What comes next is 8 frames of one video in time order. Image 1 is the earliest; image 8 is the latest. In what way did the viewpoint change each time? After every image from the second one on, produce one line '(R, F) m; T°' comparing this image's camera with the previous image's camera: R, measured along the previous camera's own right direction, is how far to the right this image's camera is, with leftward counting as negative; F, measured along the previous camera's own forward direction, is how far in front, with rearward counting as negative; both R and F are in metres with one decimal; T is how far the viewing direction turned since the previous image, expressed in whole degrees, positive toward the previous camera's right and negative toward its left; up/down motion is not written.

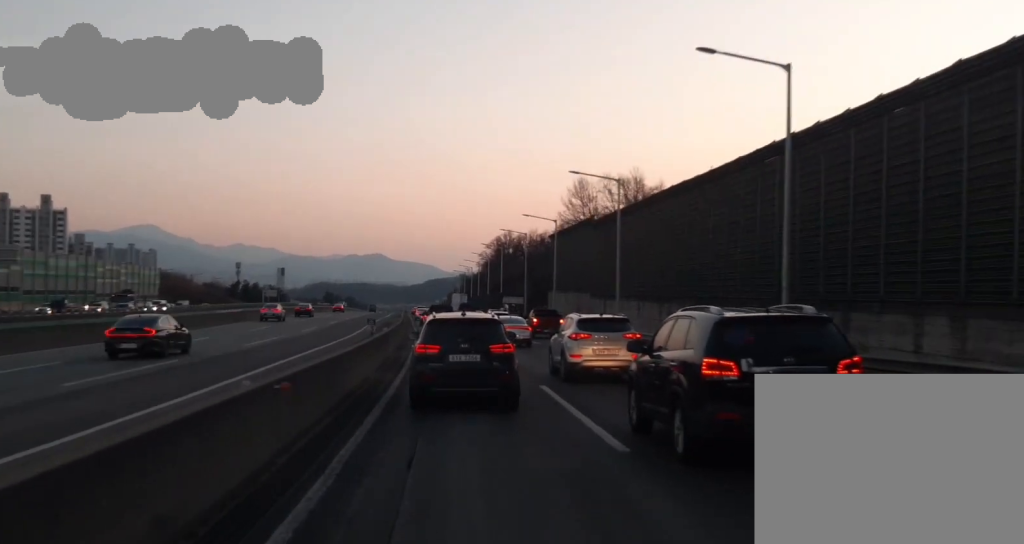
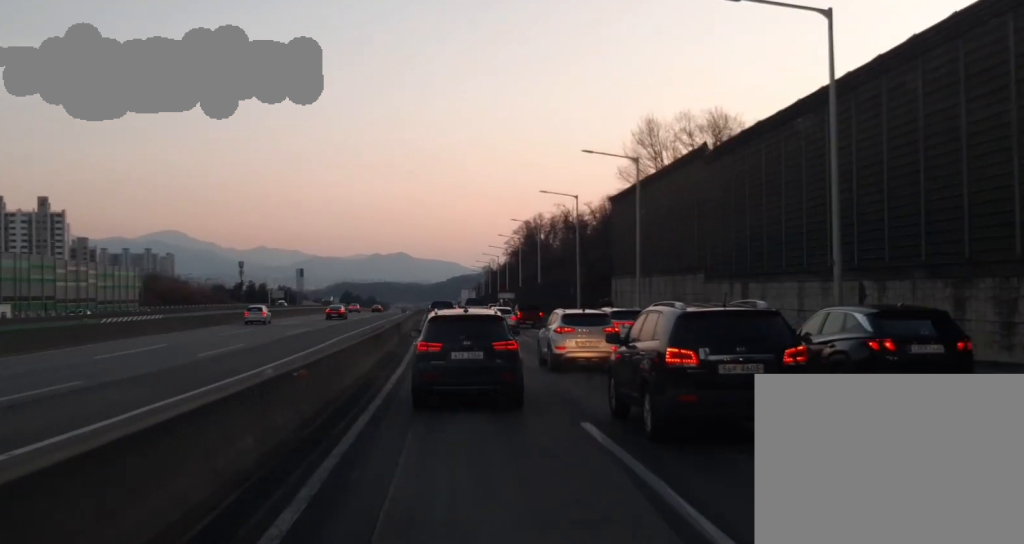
(-0.6, +29.7) m; -3°
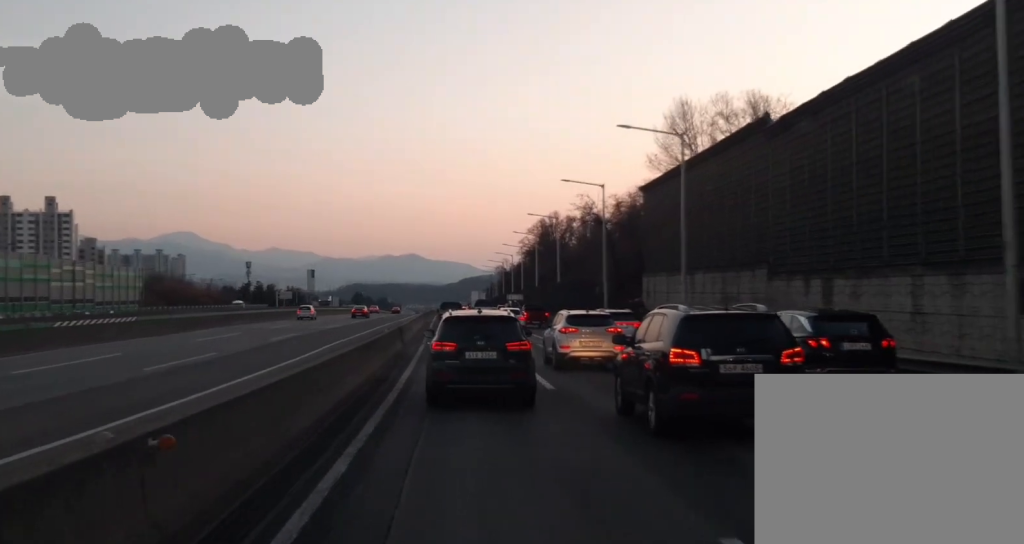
(0.0, +7.2) m; -1°
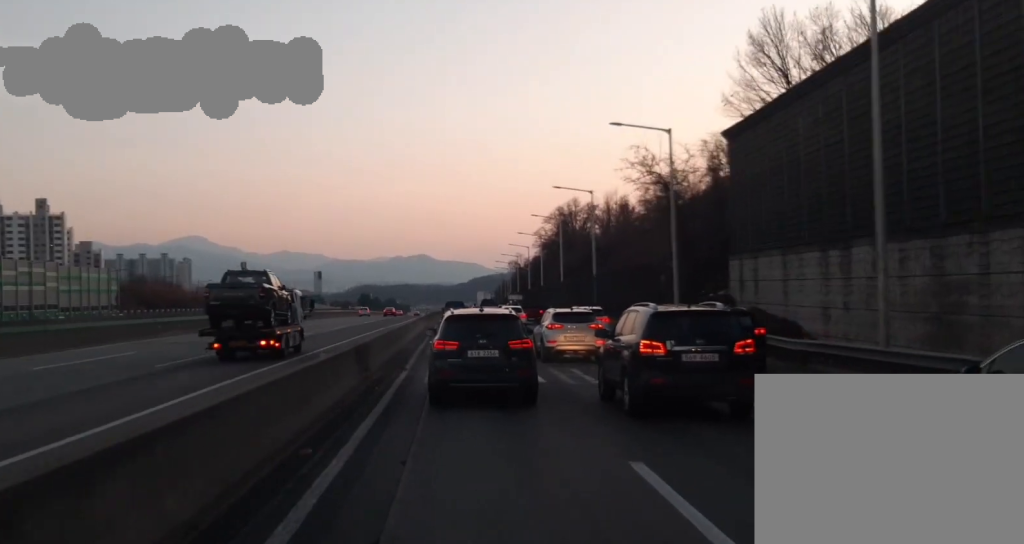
(-0.6, +19.6) m; -3°
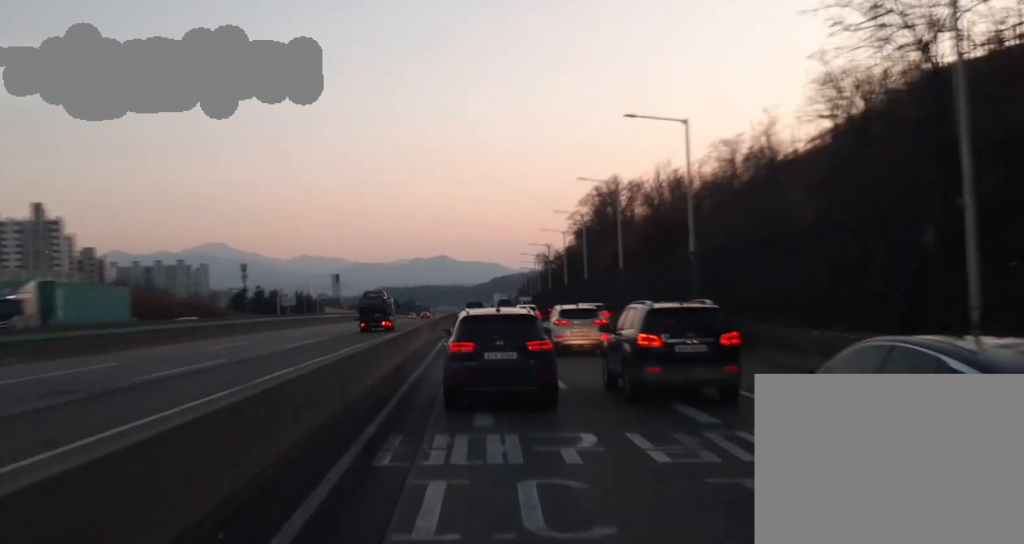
(-0.2, +24.6) m; 0°
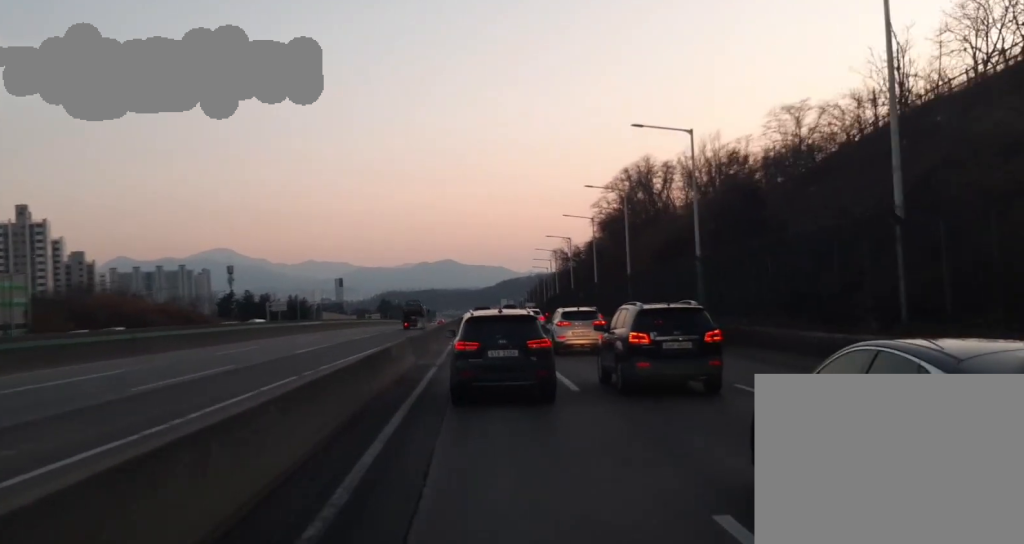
(+0.1, +20.5) m; +1°
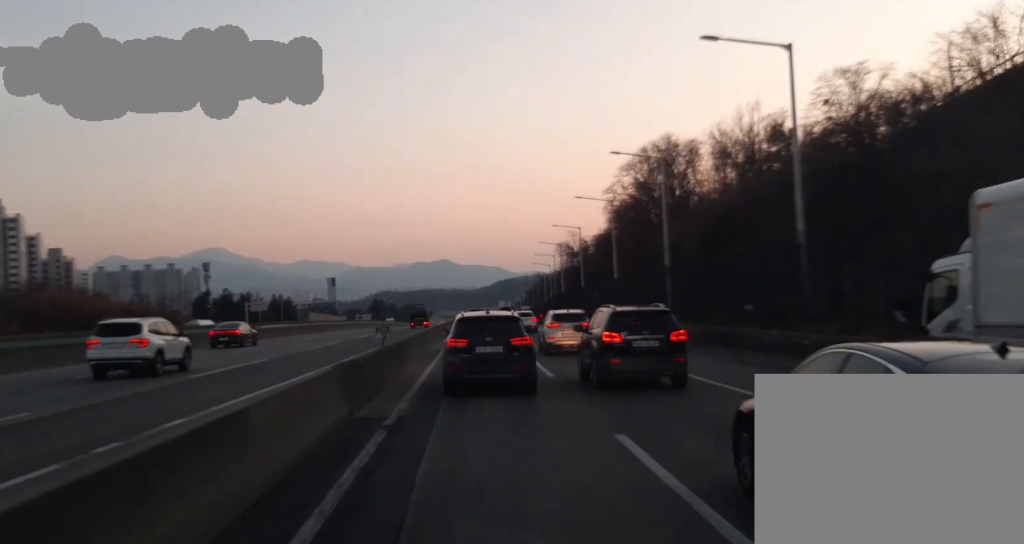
(+0.1, +14.3) m; 0°
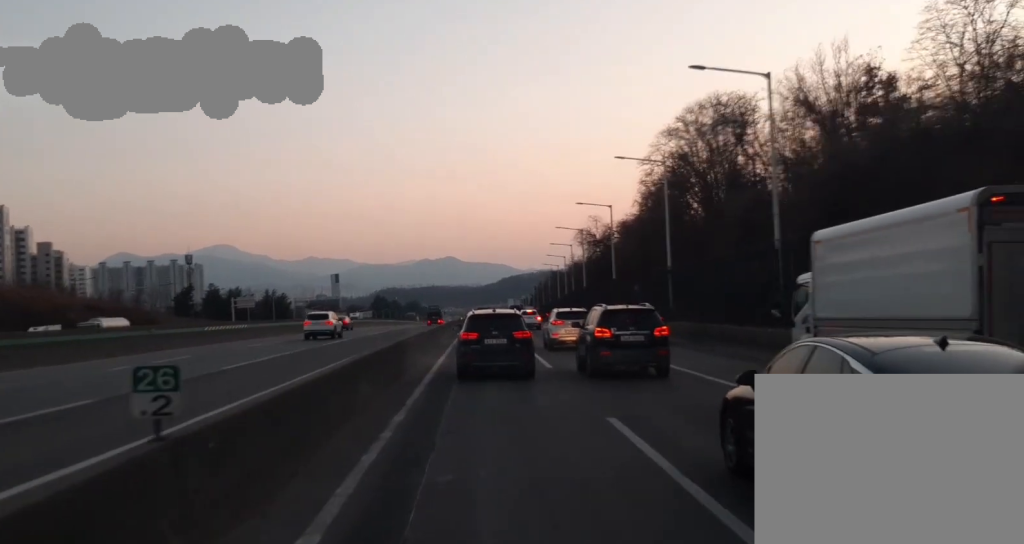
(-0.1, +18.4) m; -1°
